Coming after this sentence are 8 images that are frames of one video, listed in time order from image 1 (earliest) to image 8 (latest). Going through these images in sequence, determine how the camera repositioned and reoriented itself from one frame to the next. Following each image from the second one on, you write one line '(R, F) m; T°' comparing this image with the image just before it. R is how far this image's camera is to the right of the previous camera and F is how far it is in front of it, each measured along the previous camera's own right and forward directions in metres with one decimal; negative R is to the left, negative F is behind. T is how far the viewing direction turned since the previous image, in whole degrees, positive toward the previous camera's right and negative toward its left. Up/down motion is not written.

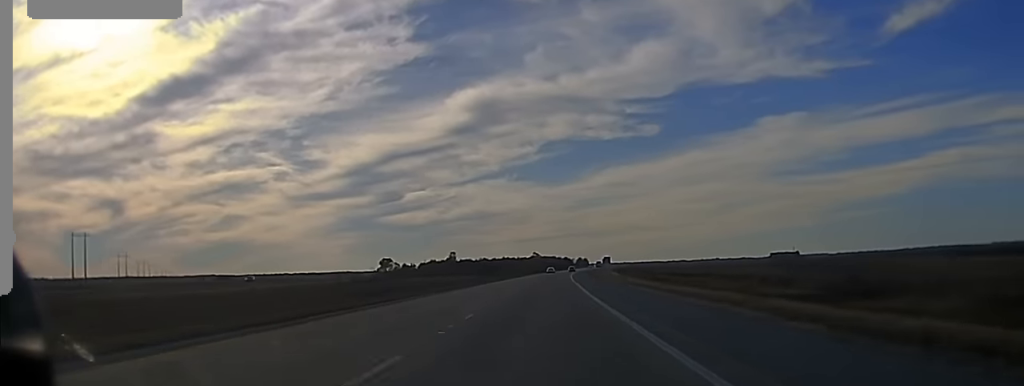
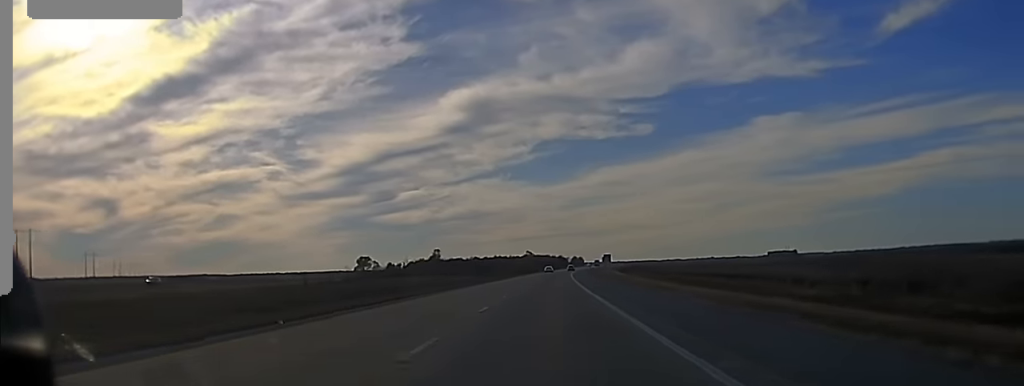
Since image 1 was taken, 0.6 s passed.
(-0.2, +32.0) m; 0°
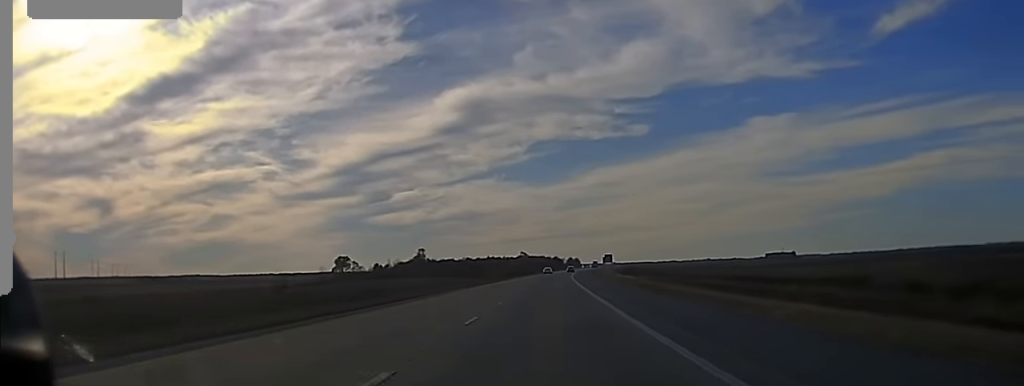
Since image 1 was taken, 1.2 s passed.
(-0.4, +32.0) m; 0°
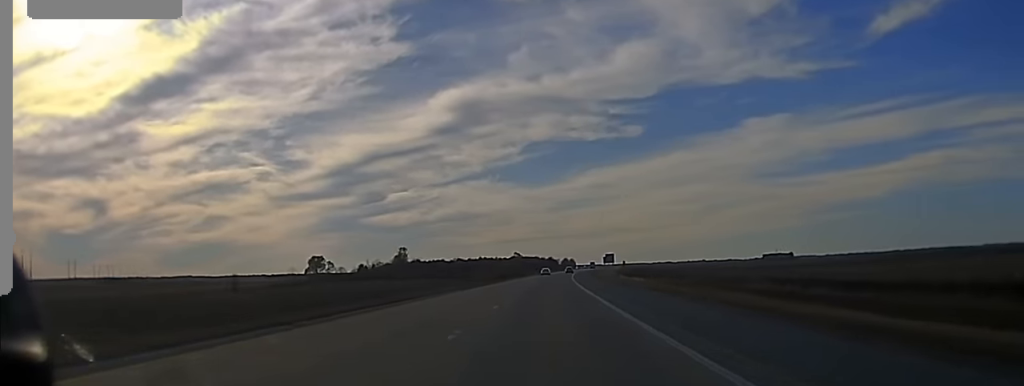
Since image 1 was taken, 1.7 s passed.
(+0.6, +26.5) m; 0°
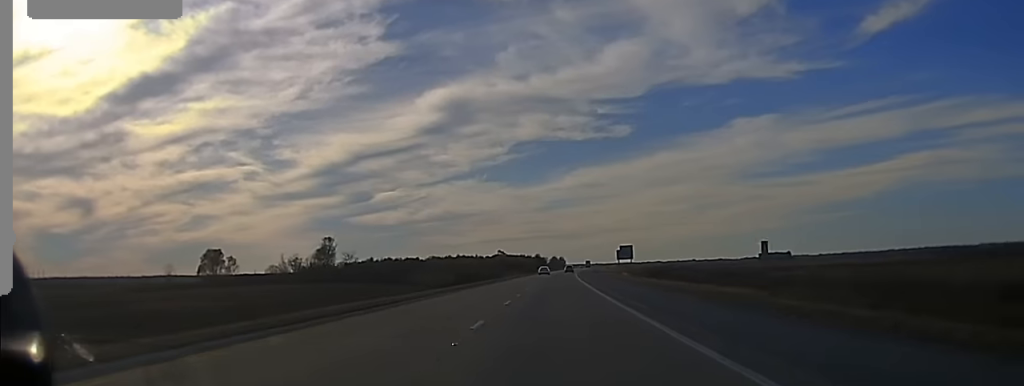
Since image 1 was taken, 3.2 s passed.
(+0.2, +79.7) m; +1°
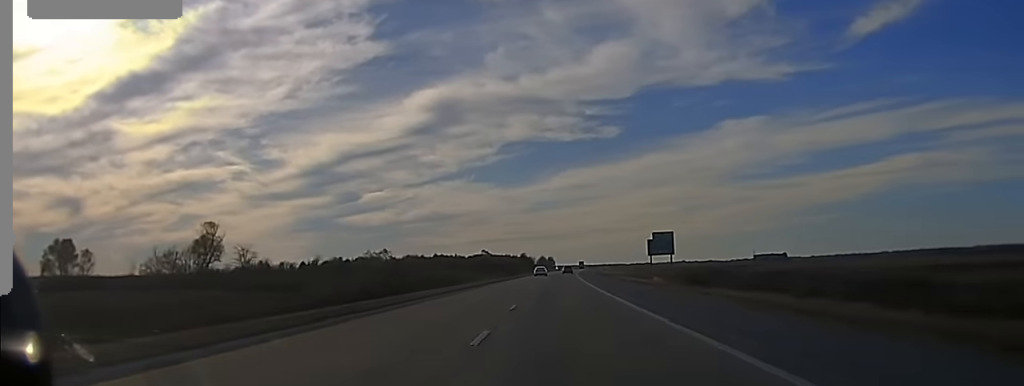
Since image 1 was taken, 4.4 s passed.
(+1.3, +65.8) m; +1°
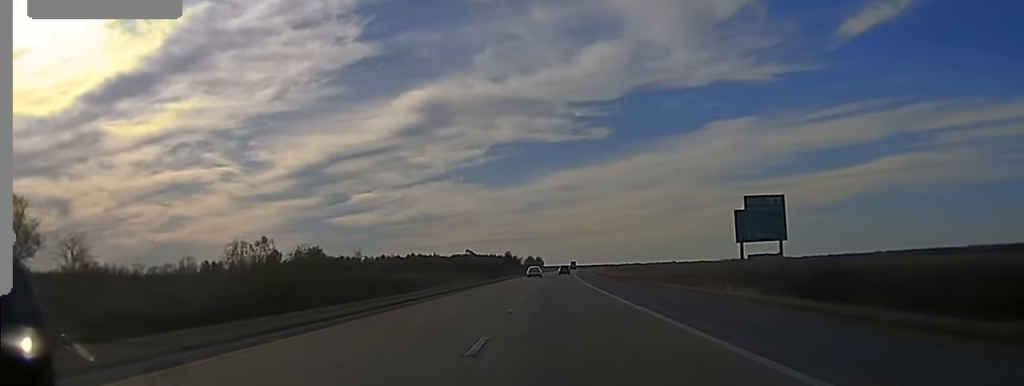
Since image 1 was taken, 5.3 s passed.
(0.0, +47.9) m; 0°
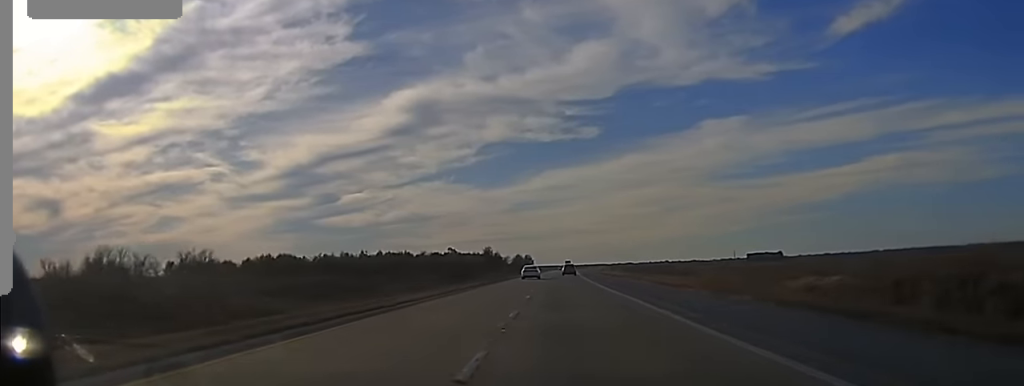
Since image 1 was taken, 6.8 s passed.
(+0.5, +75.8) m; +1°
